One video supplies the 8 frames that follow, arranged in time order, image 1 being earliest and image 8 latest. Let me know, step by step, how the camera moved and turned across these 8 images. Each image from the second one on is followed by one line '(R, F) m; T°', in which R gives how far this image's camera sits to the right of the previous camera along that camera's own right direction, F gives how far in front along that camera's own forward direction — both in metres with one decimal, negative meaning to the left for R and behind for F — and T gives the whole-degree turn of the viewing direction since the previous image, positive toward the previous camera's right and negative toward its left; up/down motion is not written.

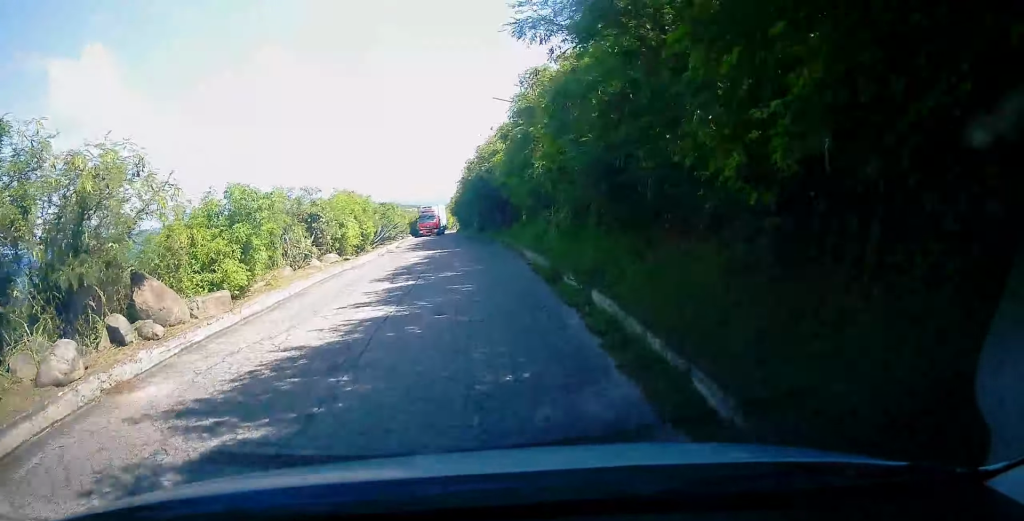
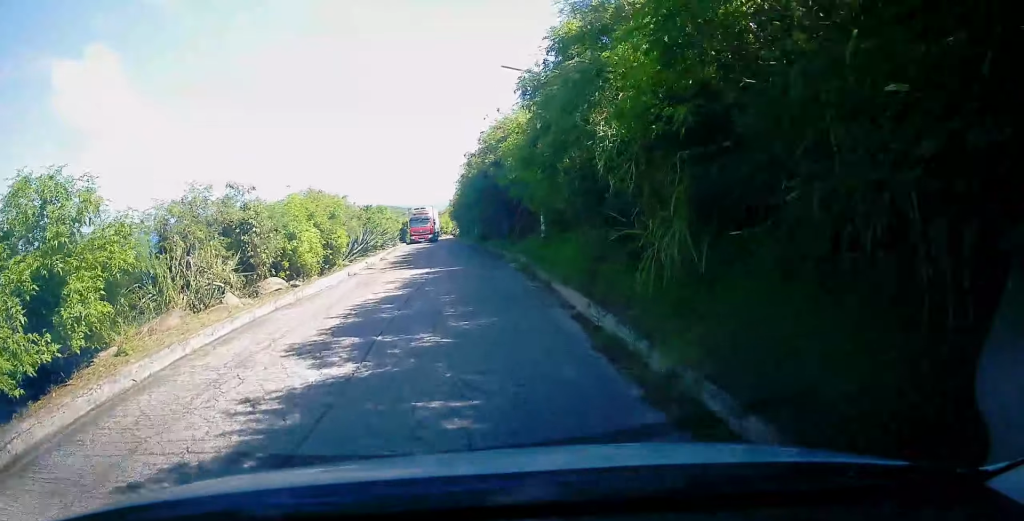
(+0.4, +6.0) m; -2°
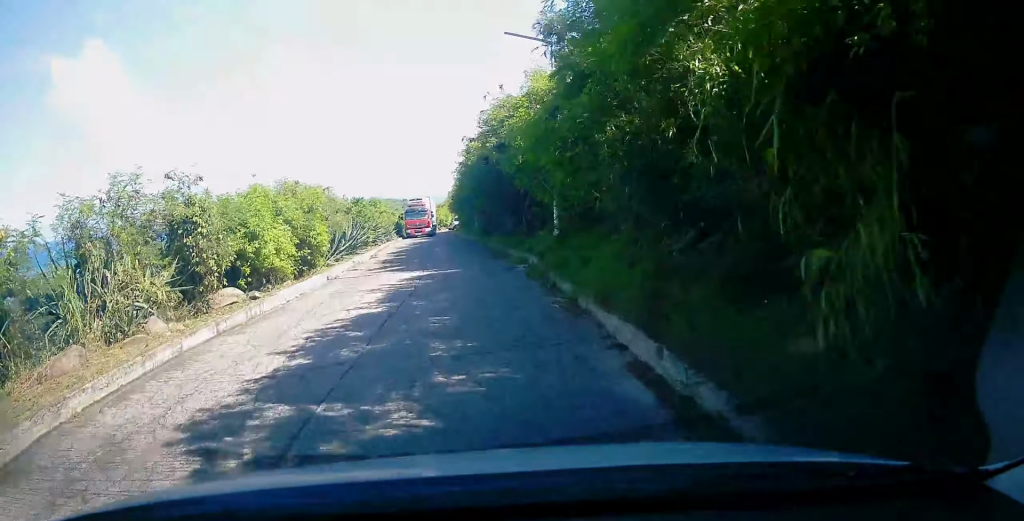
(-0.3, +2.7) m; 0°
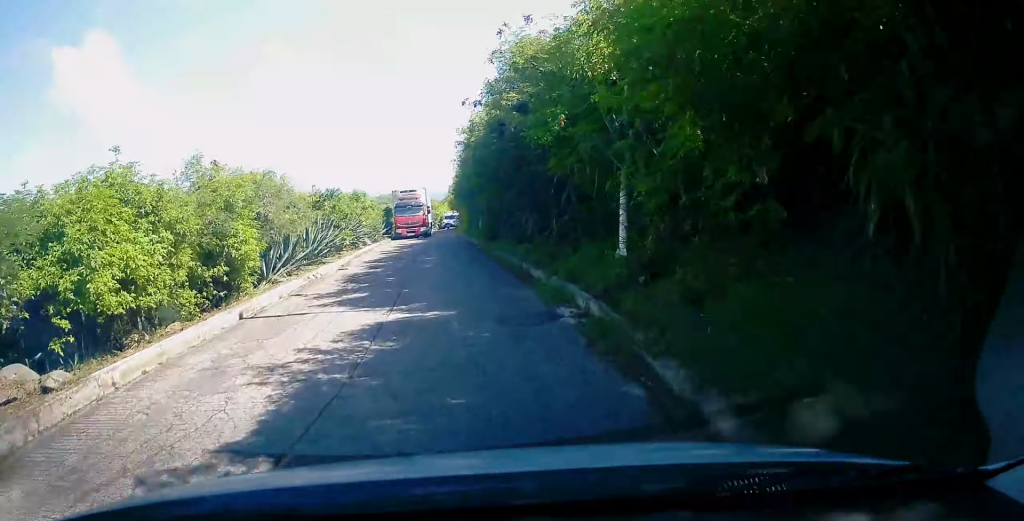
(0.0, +6.2) m; +1°
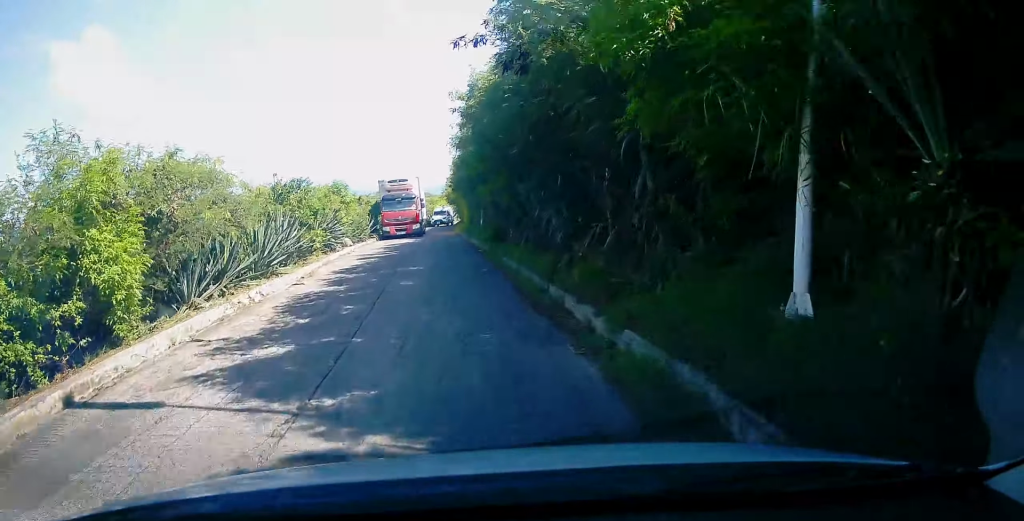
(+0.1, +4.6) m; 0°
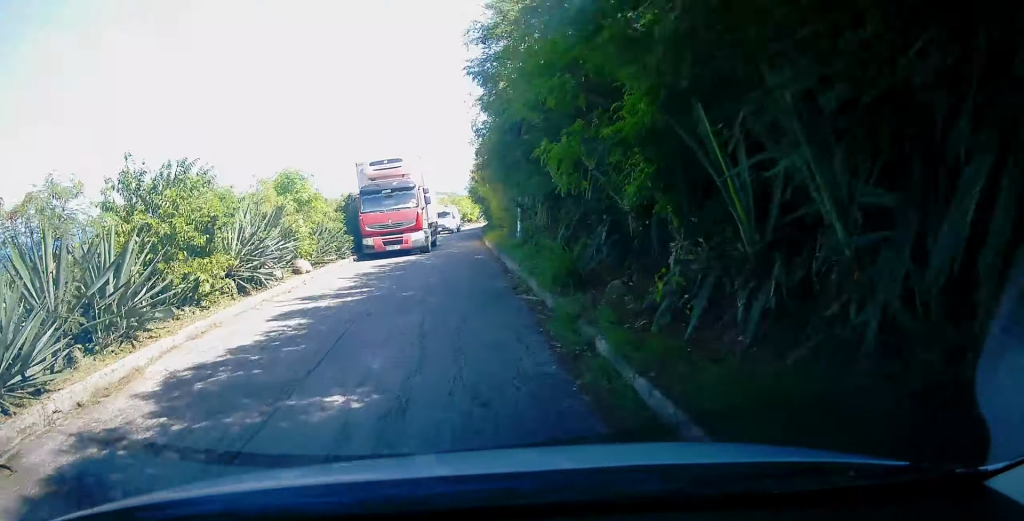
(-0.2, +9.9) m; 0°
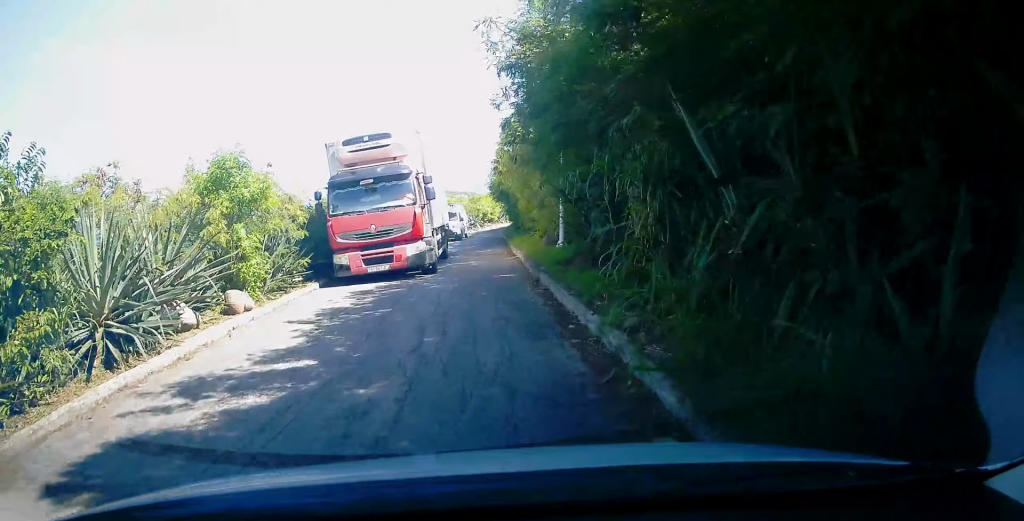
(-0.1, +5.6) m; -4°
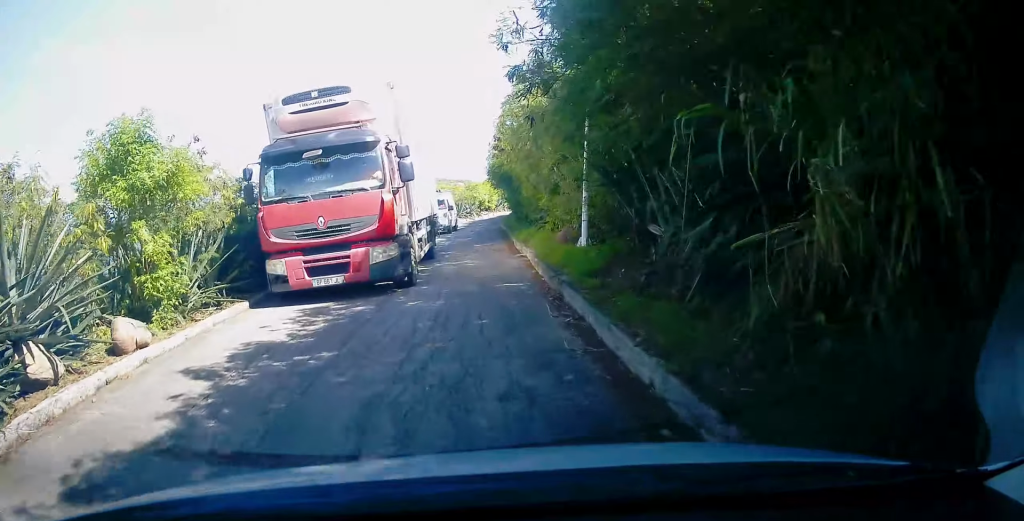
(-0.3, +3.5) m; 0°
